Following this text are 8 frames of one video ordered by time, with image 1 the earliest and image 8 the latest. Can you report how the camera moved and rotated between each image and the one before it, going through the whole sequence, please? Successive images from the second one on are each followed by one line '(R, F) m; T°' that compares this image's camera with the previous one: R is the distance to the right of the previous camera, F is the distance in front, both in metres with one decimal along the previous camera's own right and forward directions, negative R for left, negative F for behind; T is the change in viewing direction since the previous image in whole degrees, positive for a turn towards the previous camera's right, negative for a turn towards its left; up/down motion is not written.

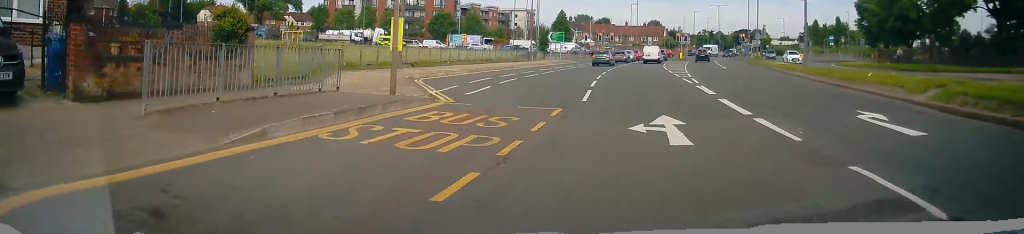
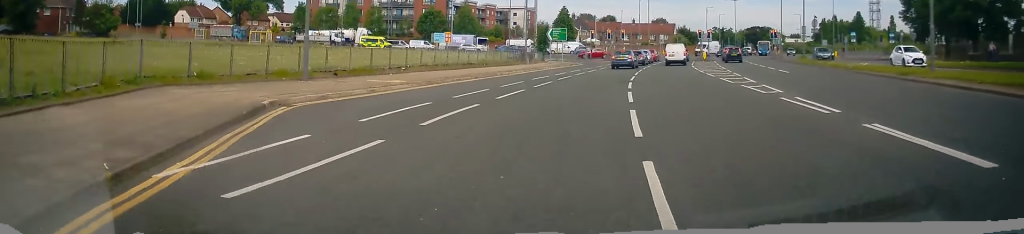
(-0.4, +12.9) m; -1°
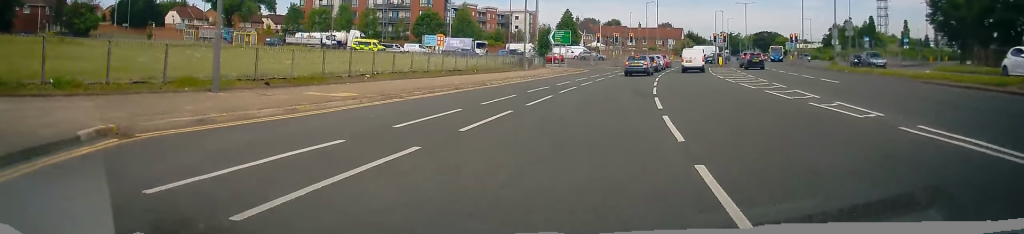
(-0.1, +6.2) m; +1°
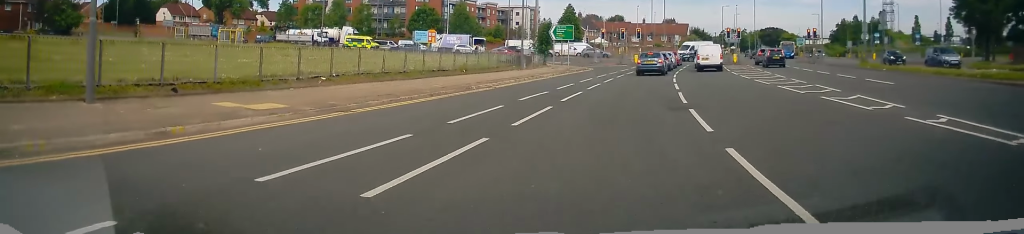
(+0.1, +5.0) m; 0°
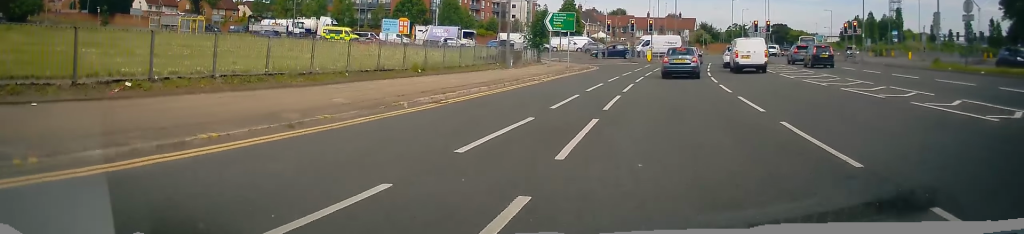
(0.0, +10.0) m; -1°
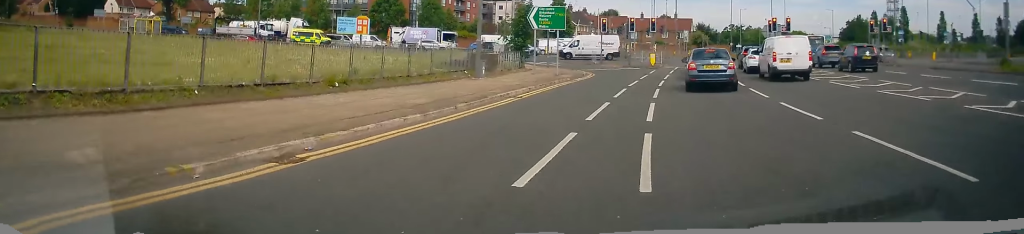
(-0.1, +7.5) m; +1°
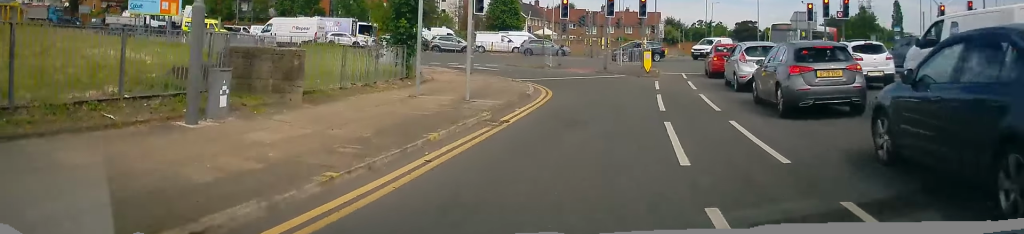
(+0.8, +16.9) m; +4°
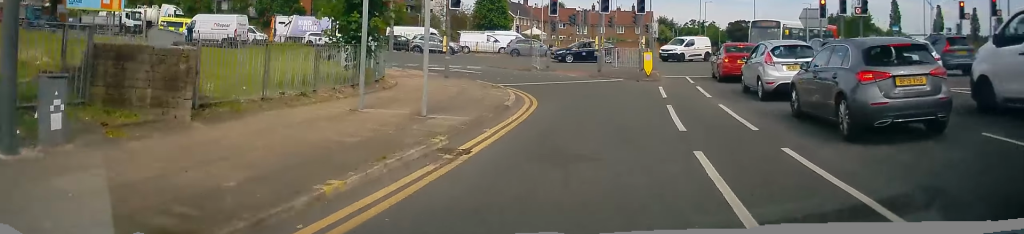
(-0.1, +3.3) m; 0°
